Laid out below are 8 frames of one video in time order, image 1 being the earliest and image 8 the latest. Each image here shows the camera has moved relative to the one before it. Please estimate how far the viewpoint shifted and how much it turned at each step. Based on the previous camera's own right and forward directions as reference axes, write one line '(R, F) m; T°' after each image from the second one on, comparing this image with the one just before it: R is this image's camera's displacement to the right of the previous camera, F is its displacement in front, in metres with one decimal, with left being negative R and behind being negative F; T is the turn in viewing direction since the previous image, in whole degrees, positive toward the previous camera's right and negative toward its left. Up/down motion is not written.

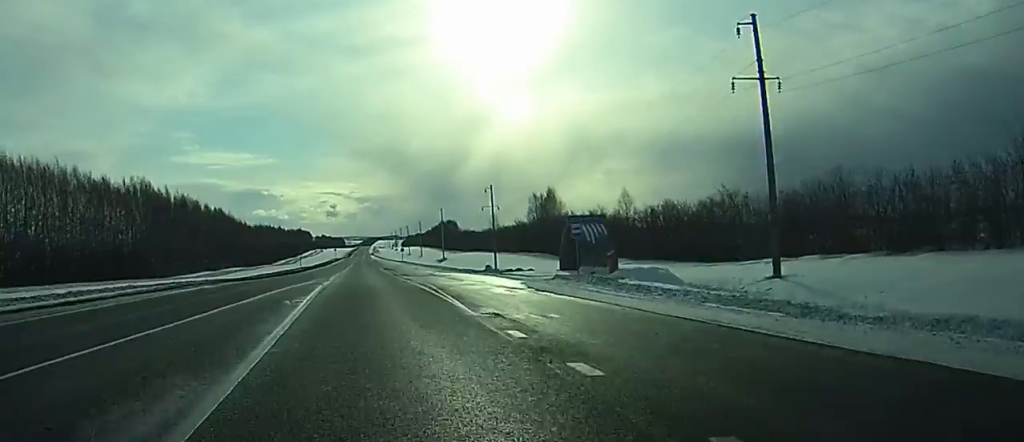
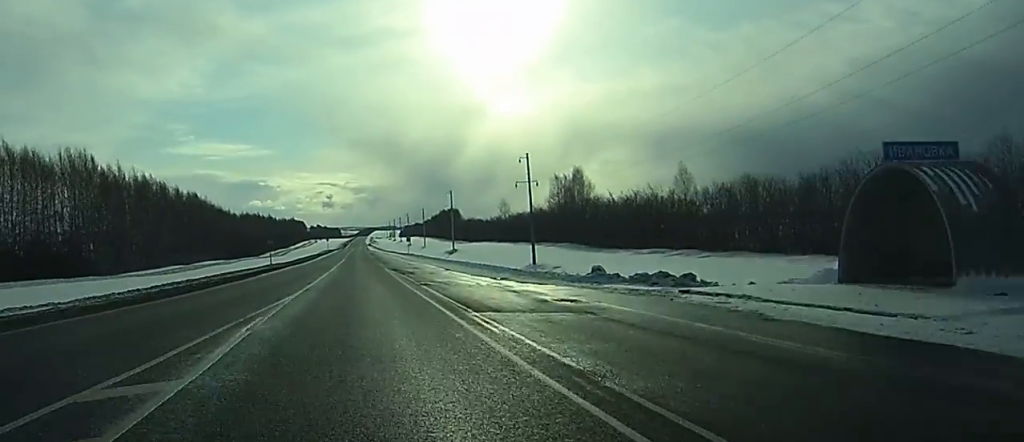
(-0.1, +35.6) m; 0°
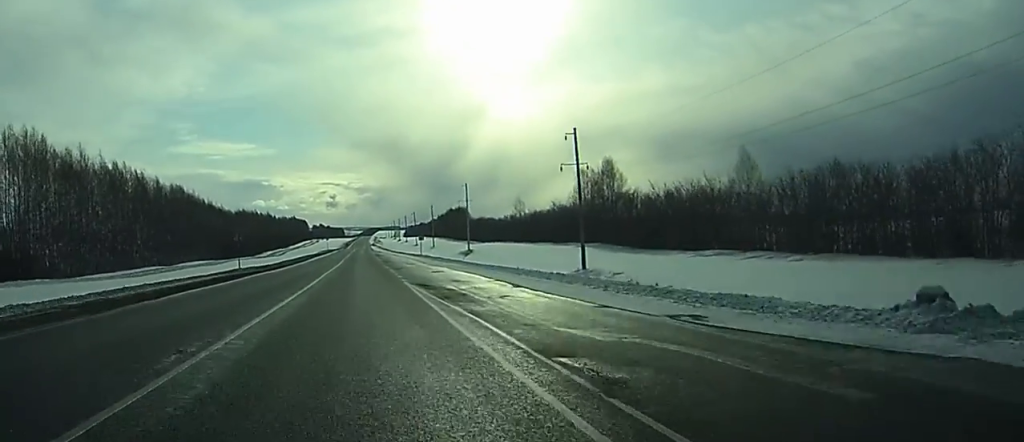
(0.0, +23.9) m; 0°
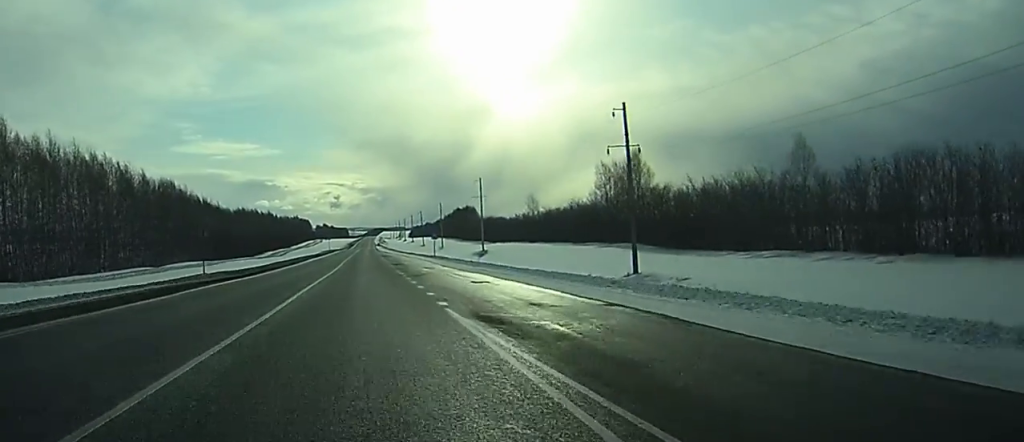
(-0.1, +15.7) m; 0°
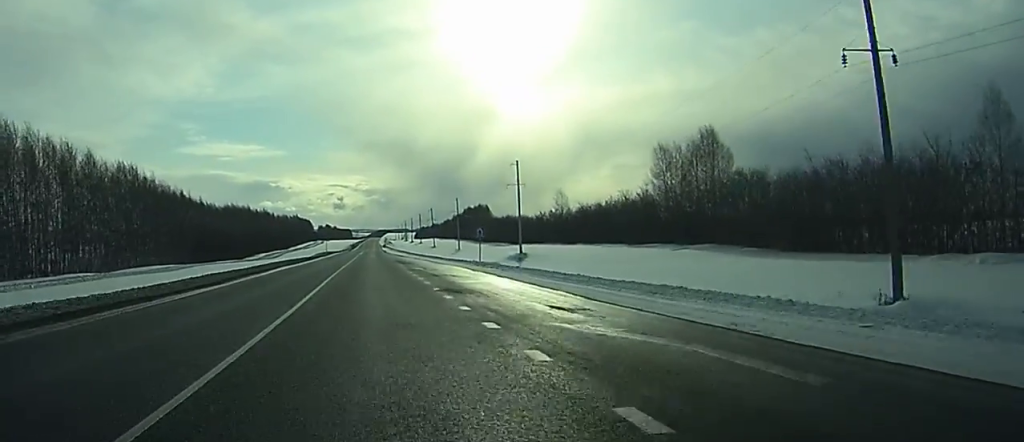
(+0.2, +37.0) m; 0°
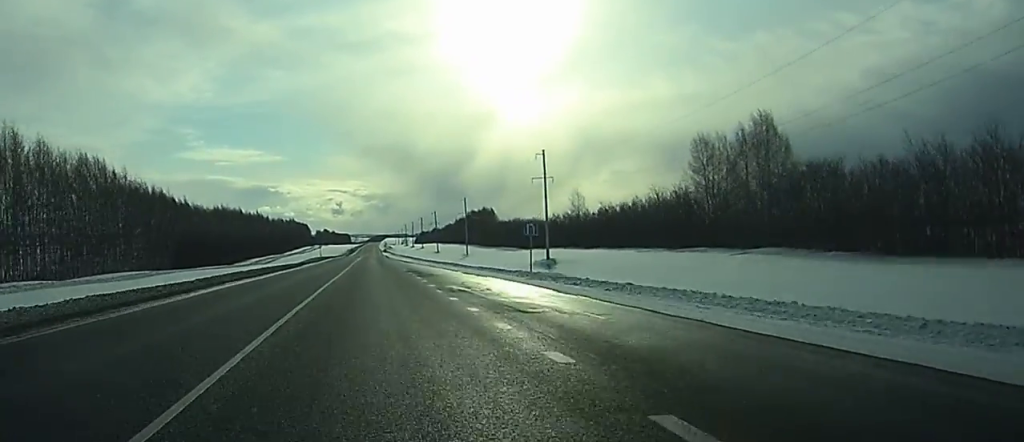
(+0.1, +20.4) m; 0°
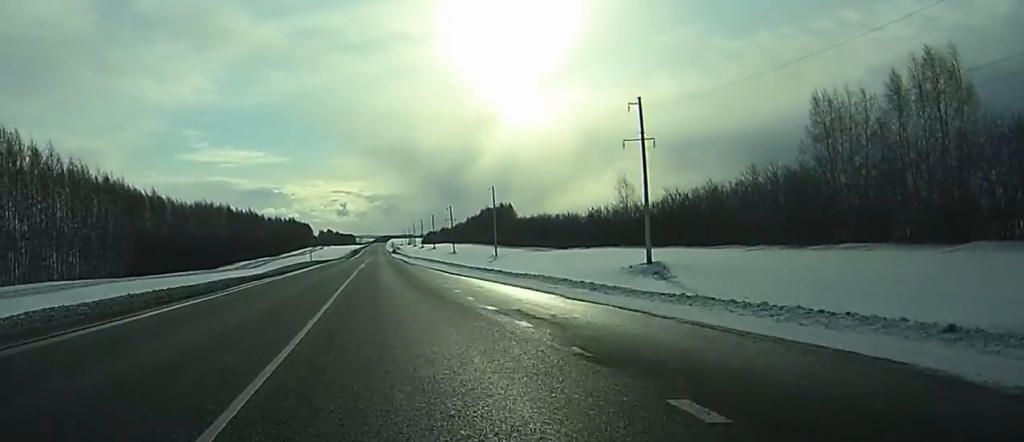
(-0.1, +39.0) m; 0°
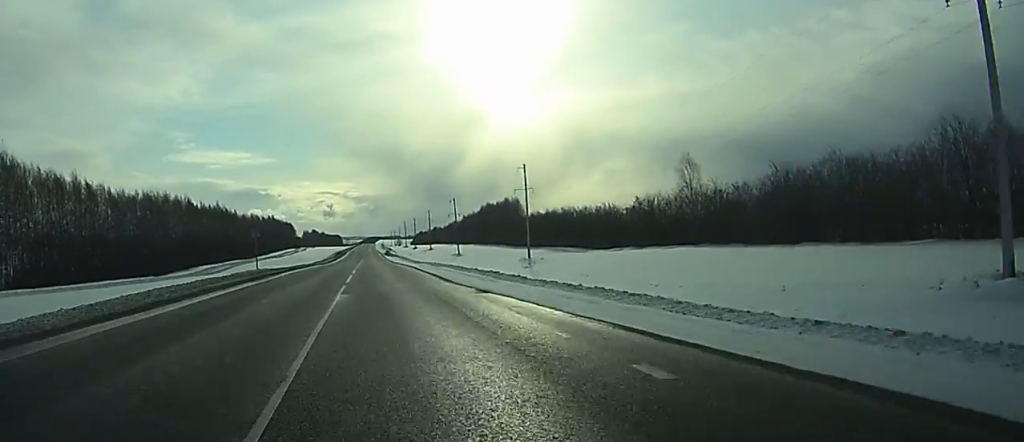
(-0.2, +45.8) m; 0°
